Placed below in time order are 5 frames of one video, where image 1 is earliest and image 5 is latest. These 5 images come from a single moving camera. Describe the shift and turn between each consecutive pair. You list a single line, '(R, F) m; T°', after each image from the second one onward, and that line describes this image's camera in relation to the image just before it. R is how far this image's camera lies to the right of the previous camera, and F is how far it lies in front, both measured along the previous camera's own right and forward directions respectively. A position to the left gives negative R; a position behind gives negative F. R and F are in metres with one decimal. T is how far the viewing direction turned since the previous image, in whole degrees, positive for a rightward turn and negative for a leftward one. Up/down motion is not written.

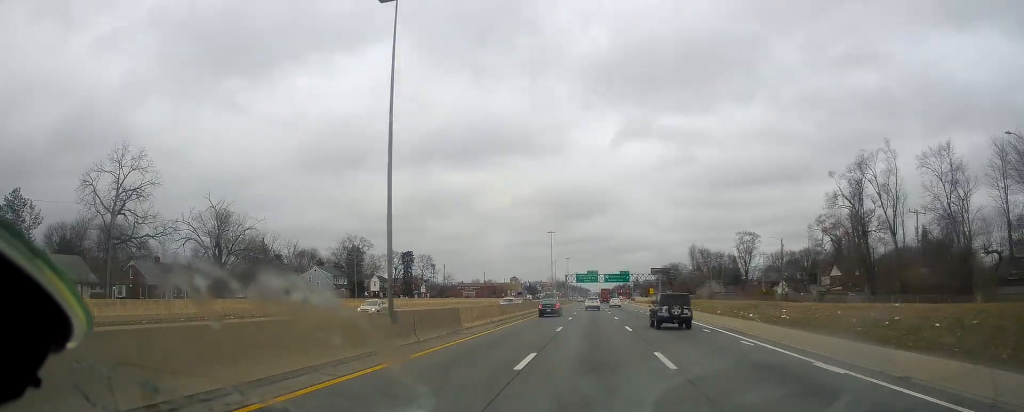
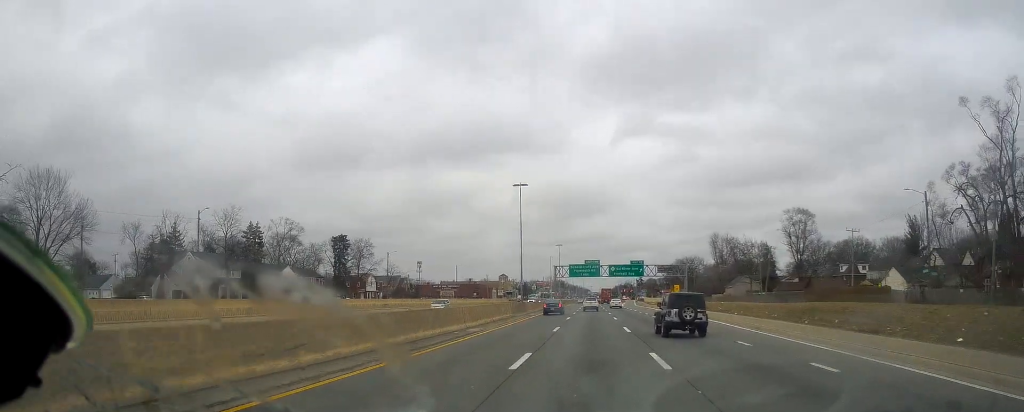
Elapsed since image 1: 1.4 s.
(+0.5, +45.8) m; 0°
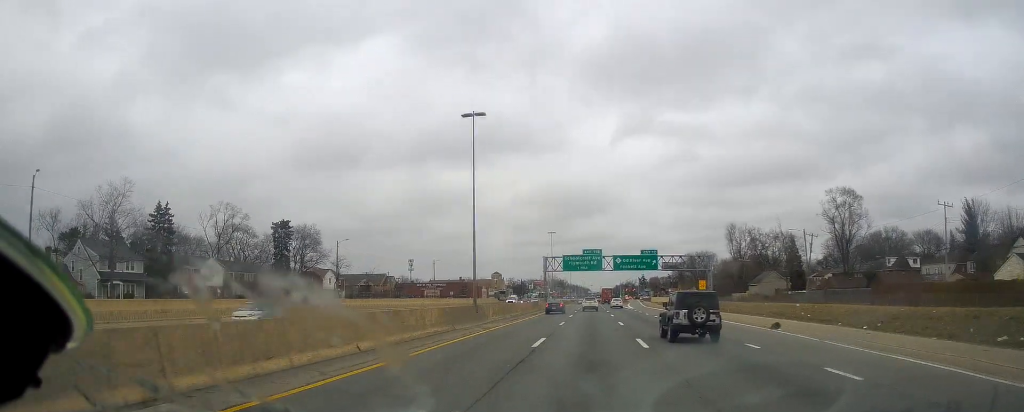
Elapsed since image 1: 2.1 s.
(-0.3, +24.5) m; 0°
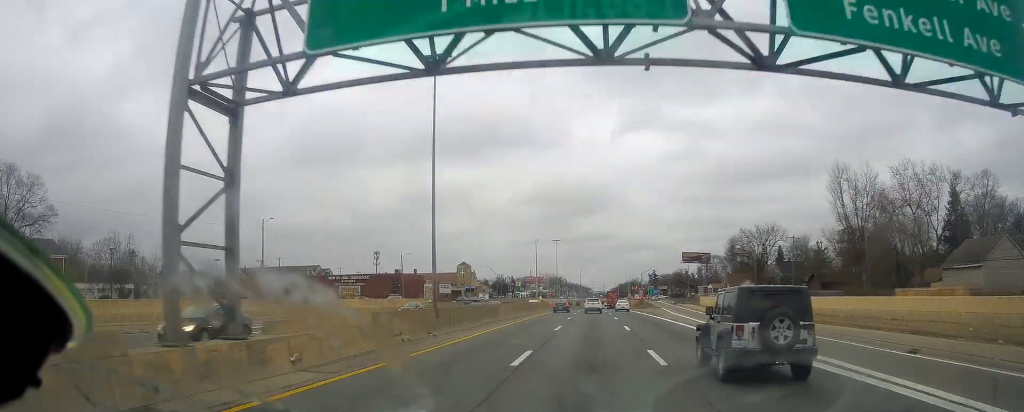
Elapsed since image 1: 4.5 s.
(-0.3, +81.6) m; -1°
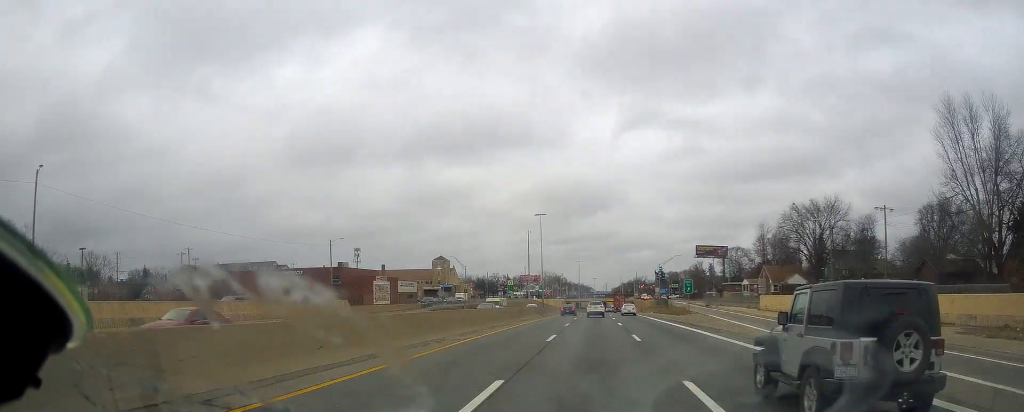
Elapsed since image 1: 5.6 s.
(-0.2, +36.7) m; 0°
